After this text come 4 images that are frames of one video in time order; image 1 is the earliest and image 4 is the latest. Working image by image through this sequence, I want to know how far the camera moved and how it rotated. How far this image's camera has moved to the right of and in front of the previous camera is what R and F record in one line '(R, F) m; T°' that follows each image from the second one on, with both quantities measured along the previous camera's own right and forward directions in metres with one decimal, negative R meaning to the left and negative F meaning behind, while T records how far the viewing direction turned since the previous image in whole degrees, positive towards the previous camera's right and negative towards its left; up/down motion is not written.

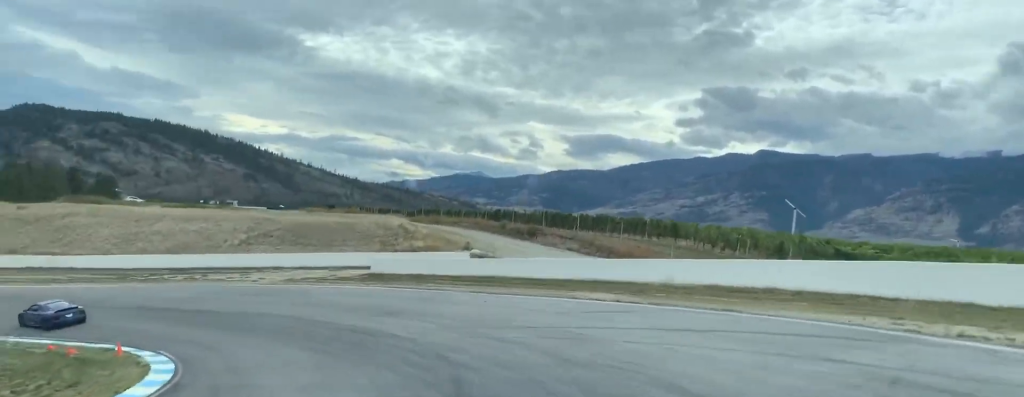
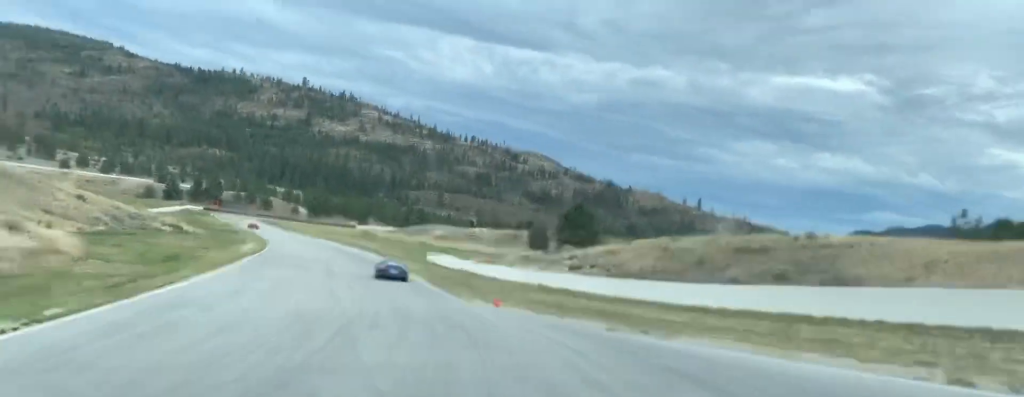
(-24.3, +58.6) m; -52°
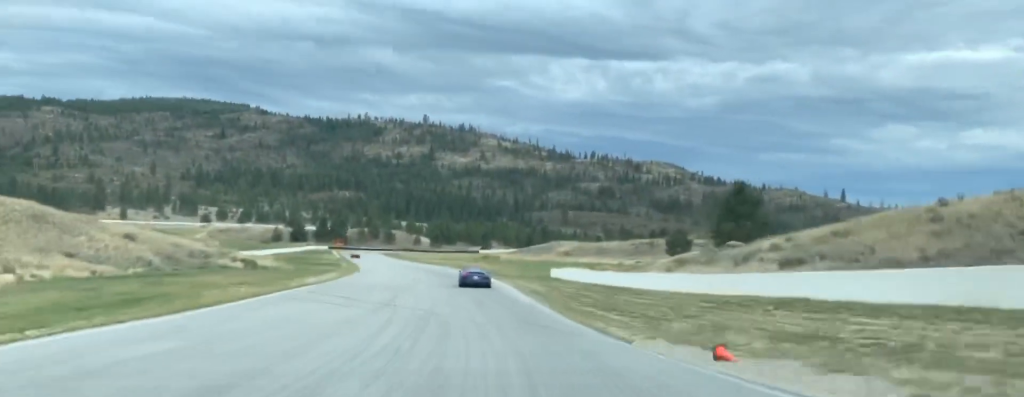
(-5.2, +21.3) m; -15°
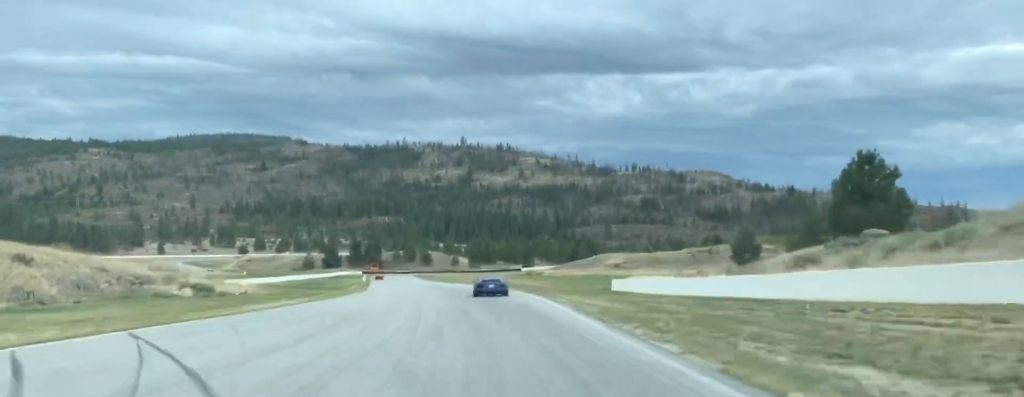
(-3.0, +22.1) m; -10°
